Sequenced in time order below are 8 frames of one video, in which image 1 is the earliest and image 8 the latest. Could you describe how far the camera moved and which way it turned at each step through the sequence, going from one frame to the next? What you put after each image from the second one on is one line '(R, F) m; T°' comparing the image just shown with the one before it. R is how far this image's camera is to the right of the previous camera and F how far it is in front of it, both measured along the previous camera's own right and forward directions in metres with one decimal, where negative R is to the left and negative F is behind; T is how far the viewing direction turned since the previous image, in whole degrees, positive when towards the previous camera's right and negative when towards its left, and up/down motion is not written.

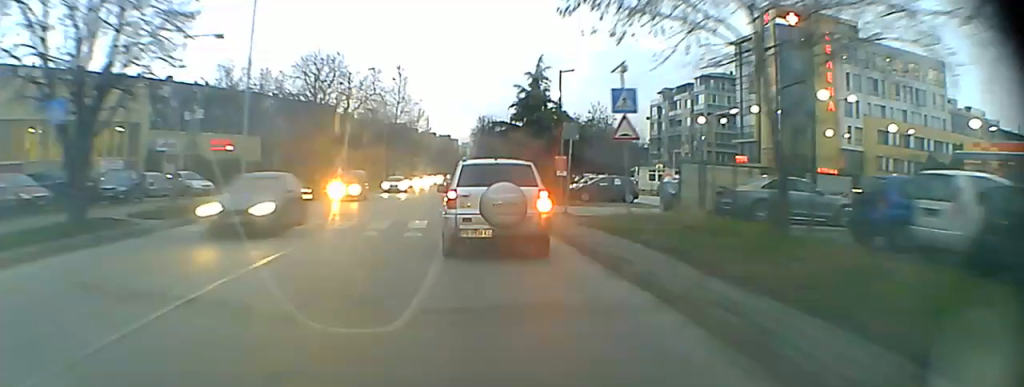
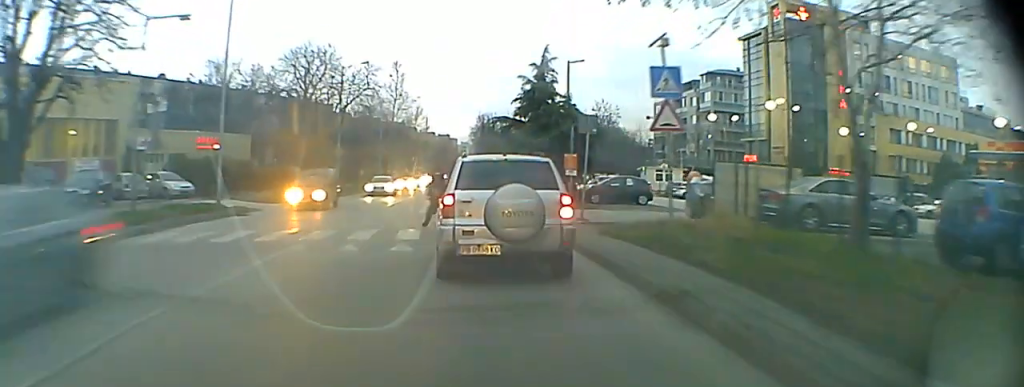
(+0.1, +5.3) m; +1°
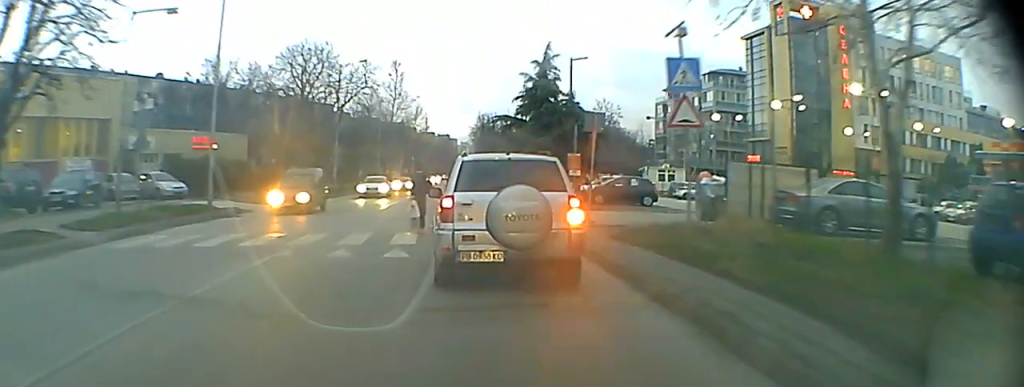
(0.0, +2.1) m; +1°
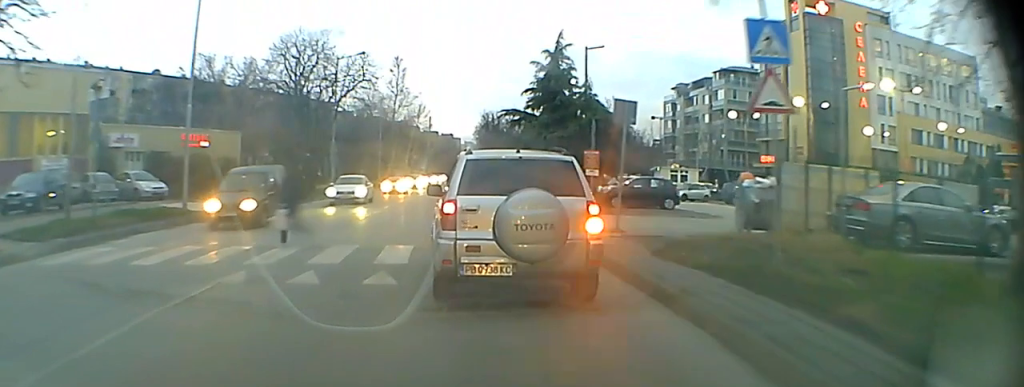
(0.0, +3.7) m; 0°
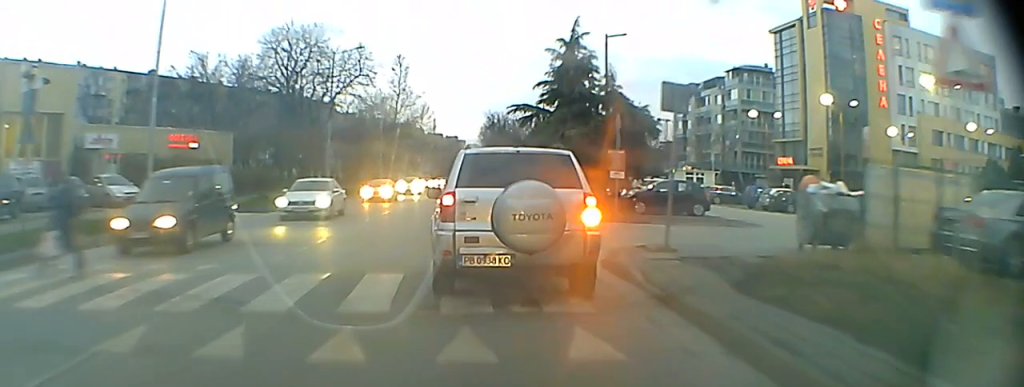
(0.0, +3.2) m; -2°
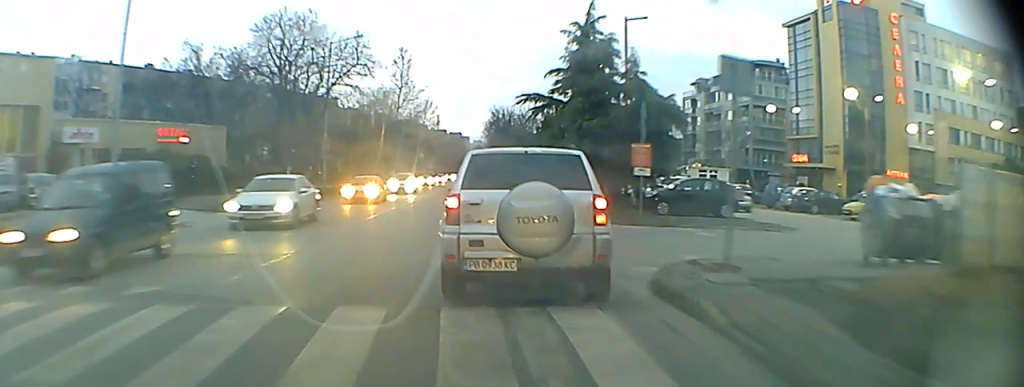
(0.0, +2.5) m; -1°
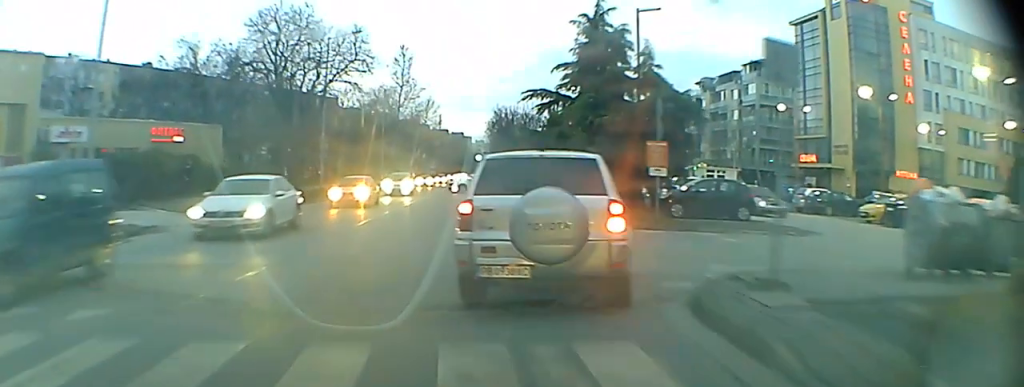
(0.0, +1.4) m; 0°
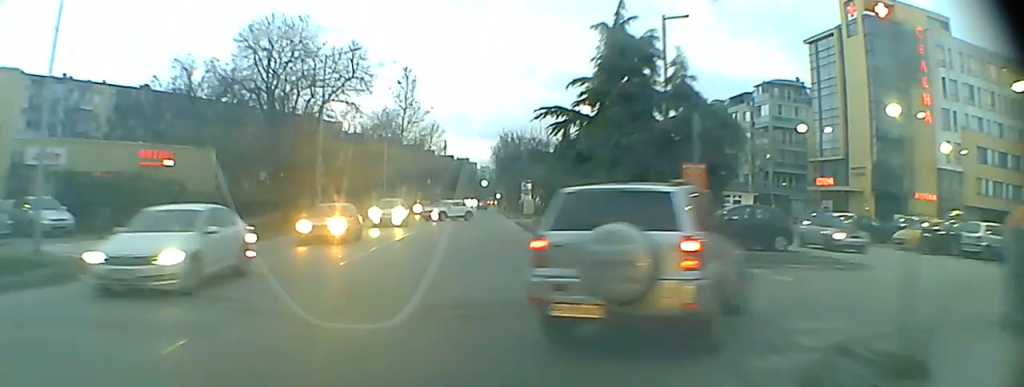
(0.0, +2.8) m; 0°
